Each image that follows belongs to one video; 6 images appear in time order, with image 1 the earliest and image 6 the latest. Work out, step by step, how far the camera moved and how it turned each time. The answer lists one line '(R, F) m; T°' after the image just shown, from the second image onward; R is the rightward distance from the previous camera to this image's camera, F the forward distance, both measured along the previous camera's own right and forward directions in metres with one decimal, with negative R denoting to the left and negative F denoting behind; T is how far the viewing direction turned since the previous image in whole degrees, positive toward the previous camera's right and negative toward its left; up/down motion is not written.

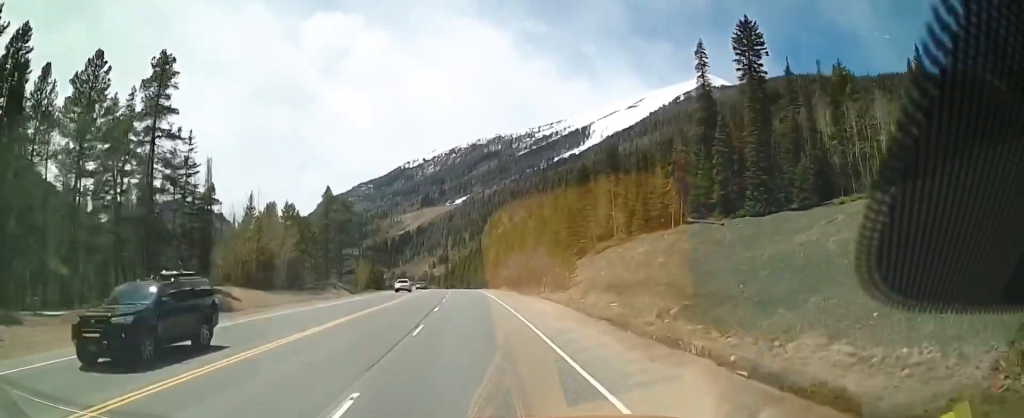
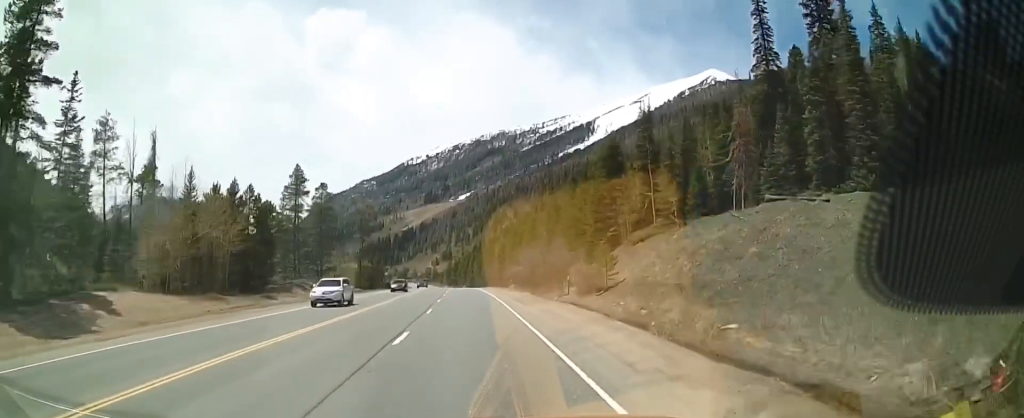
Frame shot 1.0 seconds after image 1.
(+0.1, +15.4) m; -1°
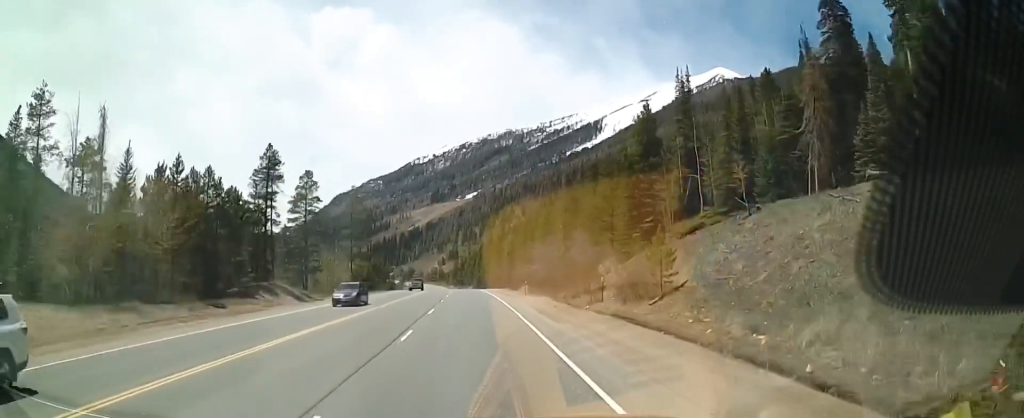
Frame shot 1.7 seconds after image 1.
(-0.3, +11.3) m; -1°
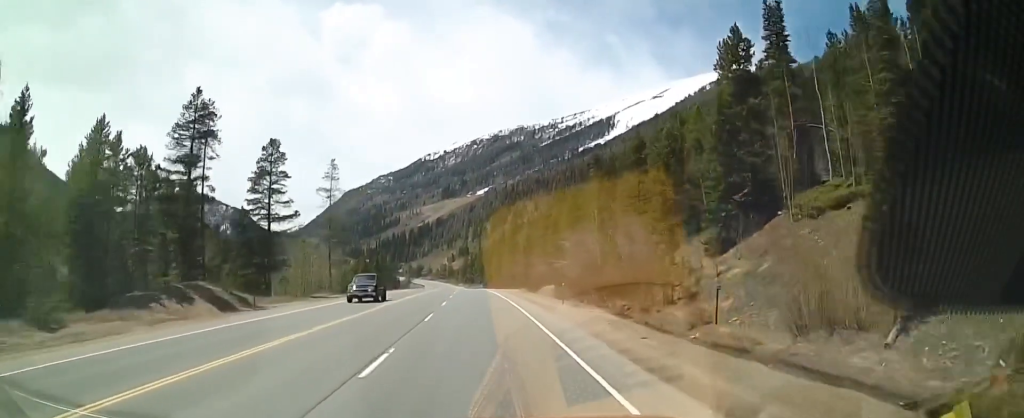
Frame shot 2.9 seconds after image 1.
(0.0, +17.5) m; +1°
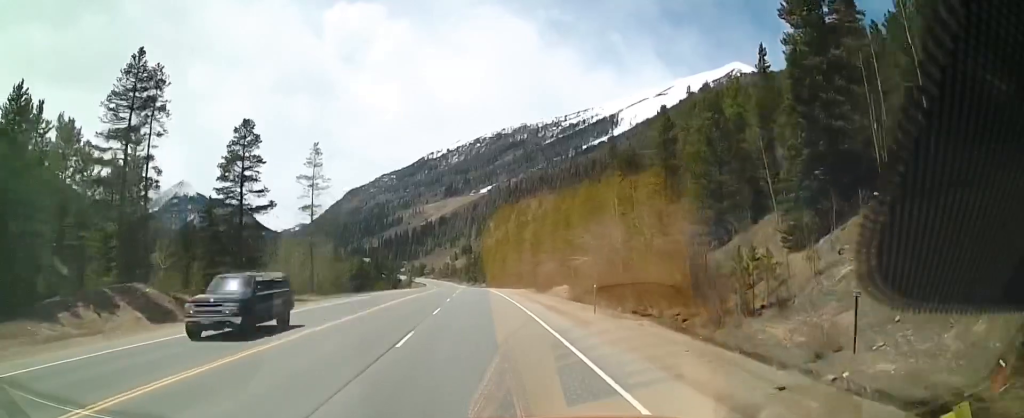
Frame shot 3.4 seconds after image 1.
(+0.1, +8.3) m; 0°
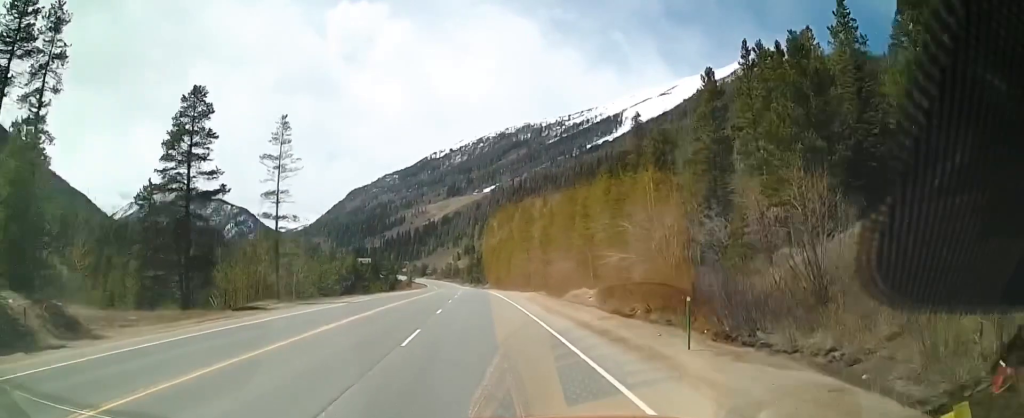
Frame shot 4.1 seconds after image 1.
(+0.1, +11.0) m; -1°
